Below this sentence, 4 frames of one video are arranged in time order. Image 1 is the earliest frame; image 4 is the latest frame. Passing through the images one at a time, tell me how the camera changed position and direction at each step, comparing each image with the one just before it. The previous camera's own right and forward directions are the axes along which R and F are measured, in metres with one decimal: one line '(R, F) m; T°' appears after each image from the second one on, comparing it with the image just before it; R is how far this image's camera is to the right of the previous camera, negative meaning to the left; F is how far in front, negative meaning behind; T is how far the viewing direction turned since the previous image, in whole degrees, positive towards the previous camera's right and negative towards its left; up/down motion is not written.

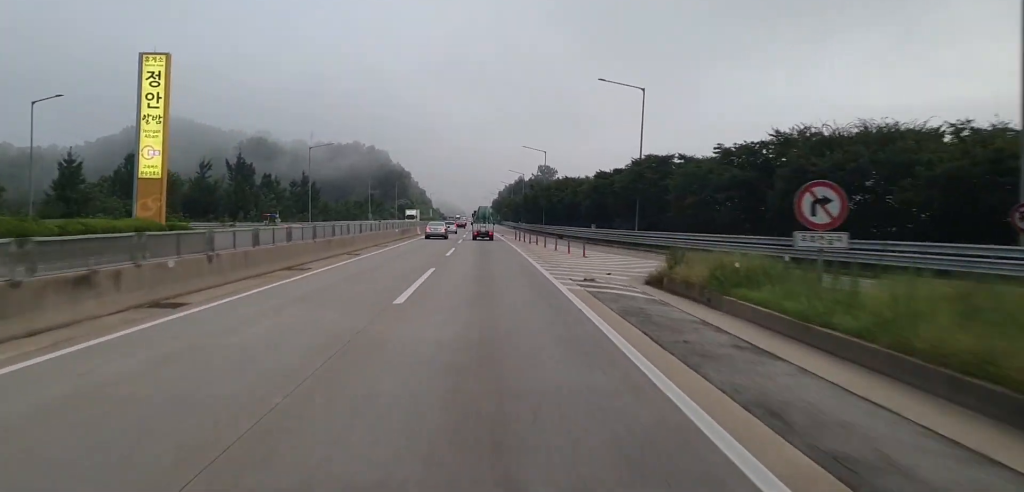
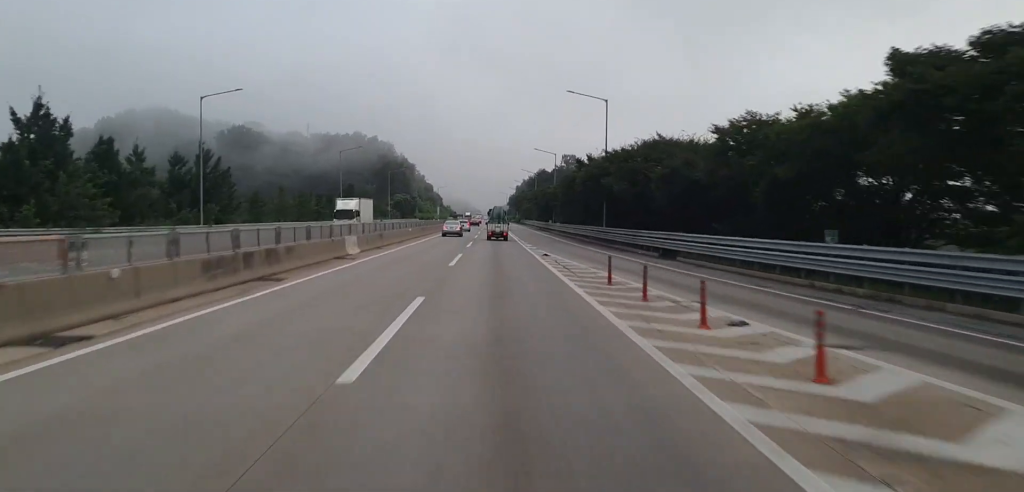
(0.0, +47.6) m; -1°
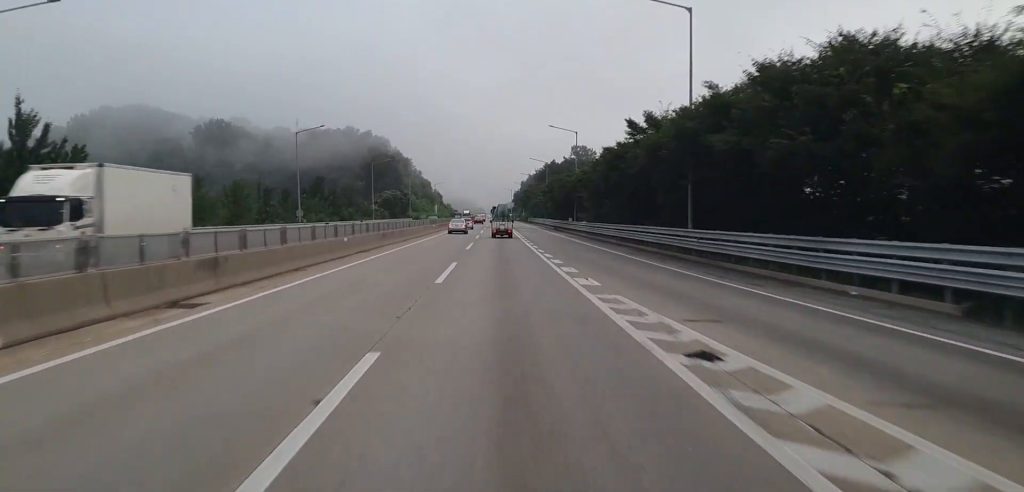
(-0.1, +27.9) m; 0°
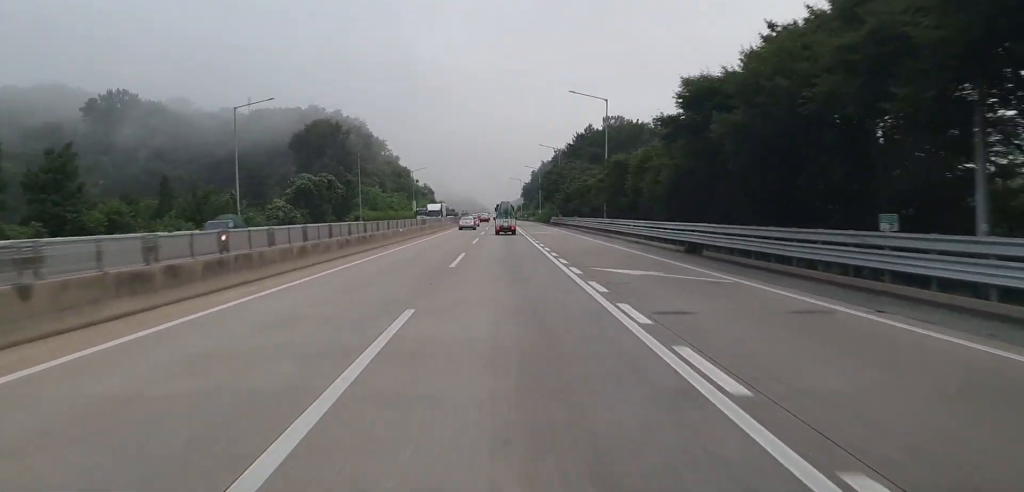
(+0.8, +78.2) m; +1°
